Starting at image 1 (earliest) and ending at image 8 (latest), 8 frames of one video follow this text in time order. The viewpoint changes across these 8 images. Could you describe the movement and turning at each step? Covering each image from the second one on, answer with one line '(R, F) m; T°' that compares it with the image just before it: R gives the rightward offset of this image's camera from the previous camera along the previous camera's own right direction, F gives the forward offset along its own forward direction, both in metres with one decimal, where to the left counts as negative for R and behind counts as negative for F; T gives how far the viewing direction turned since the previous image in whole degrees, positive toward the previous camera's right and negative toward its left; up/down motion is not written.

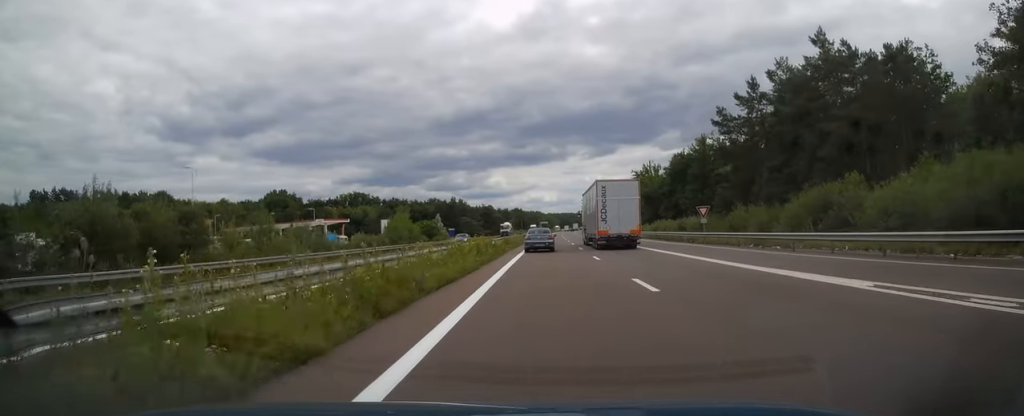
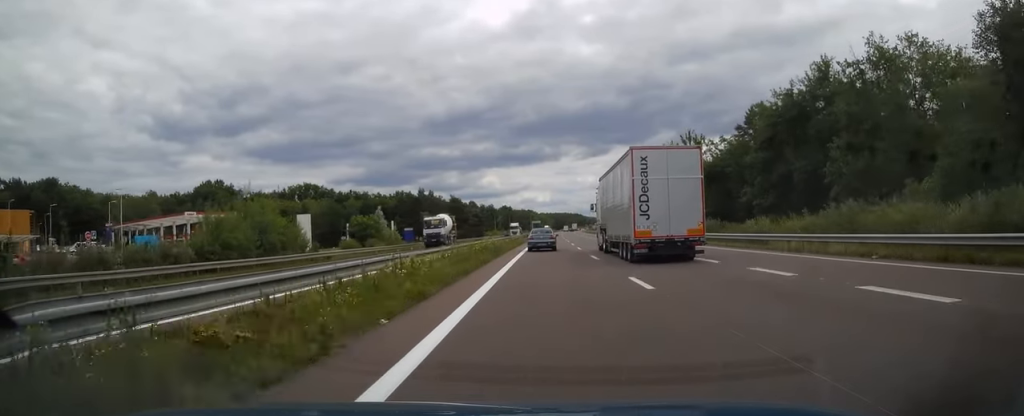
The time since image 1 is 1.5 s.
(+0.2, +51.7) m; +1°
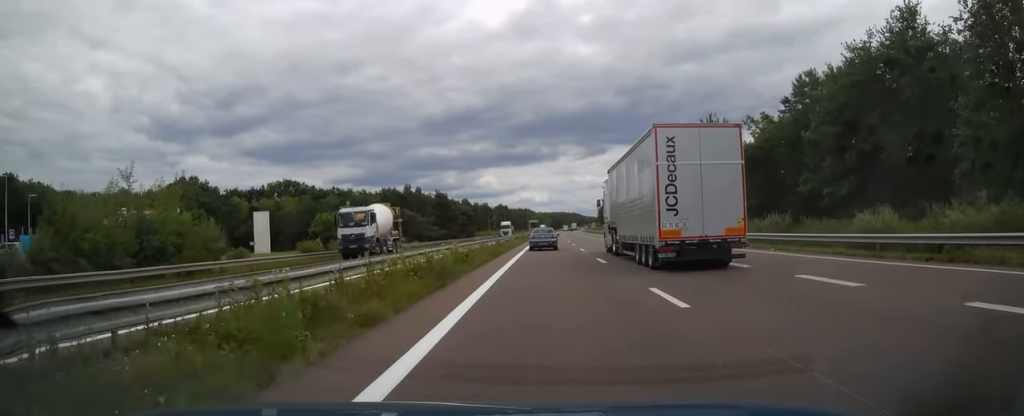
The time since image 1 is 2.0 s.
(0.0, +16.3) m; 0°
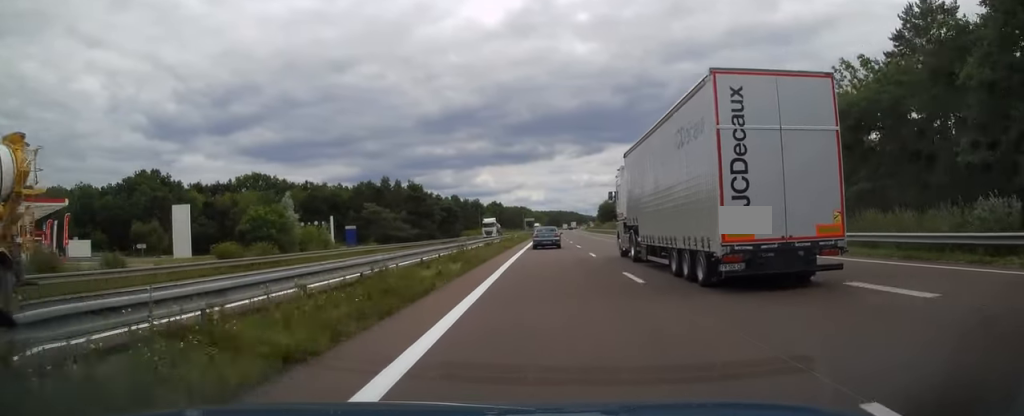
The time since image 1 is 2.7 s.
(0.0, +21.9) m; 0°
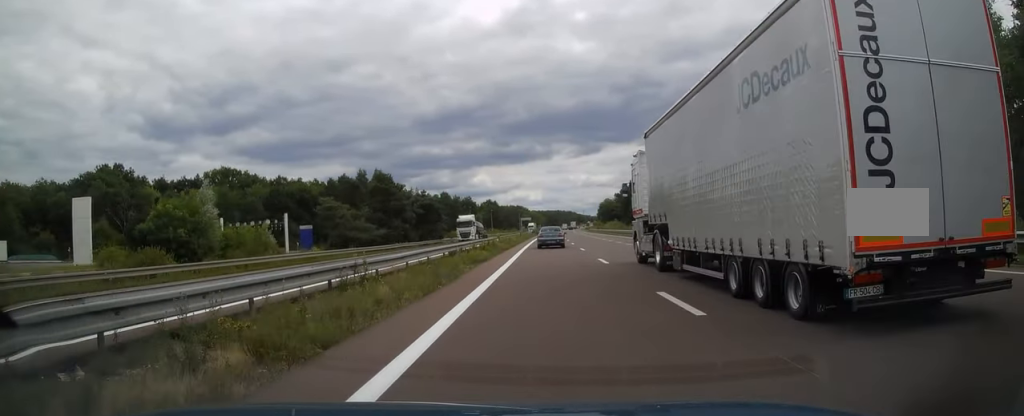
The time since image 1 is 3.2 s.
(0.0, +18.5) m; 0°
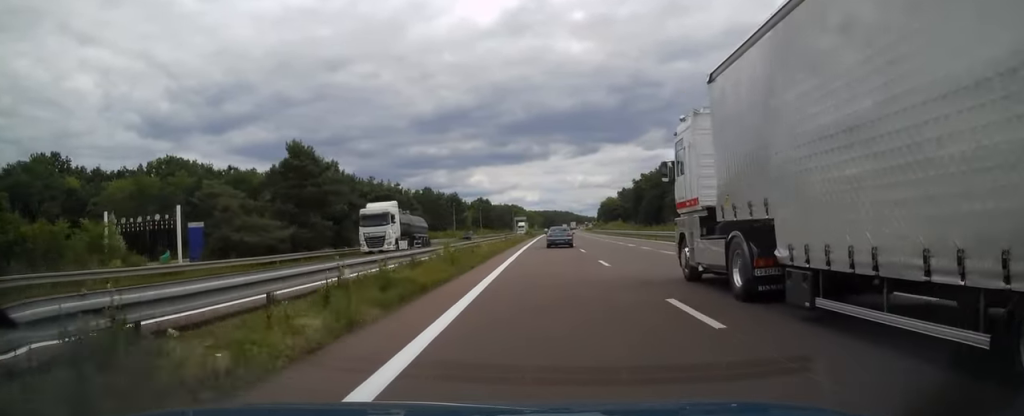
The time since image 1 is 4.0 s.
(+0.1, +27.4) m; 0°
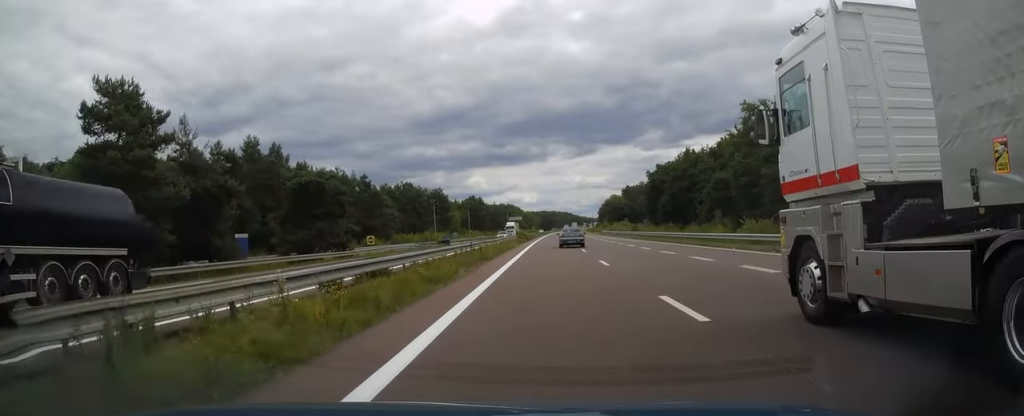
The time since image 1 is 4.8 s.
(+0.1, +25.6) m; +1°
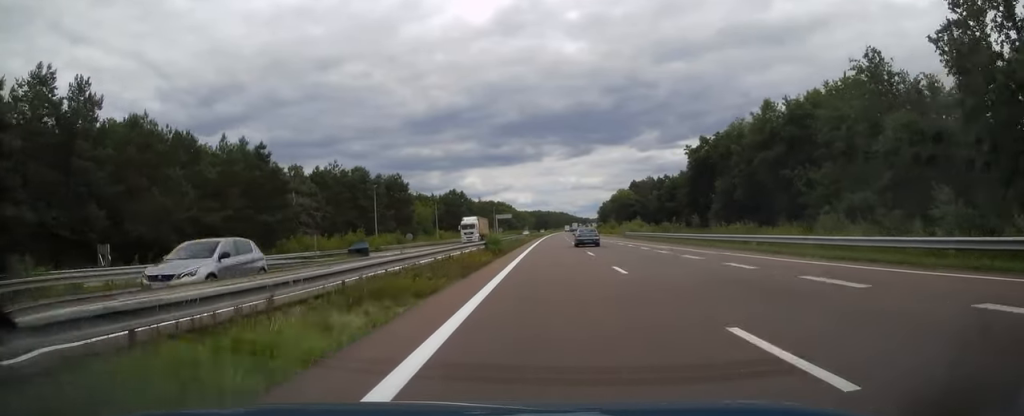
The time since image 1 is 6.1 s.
(+0.4, +43.0) m; 0°
